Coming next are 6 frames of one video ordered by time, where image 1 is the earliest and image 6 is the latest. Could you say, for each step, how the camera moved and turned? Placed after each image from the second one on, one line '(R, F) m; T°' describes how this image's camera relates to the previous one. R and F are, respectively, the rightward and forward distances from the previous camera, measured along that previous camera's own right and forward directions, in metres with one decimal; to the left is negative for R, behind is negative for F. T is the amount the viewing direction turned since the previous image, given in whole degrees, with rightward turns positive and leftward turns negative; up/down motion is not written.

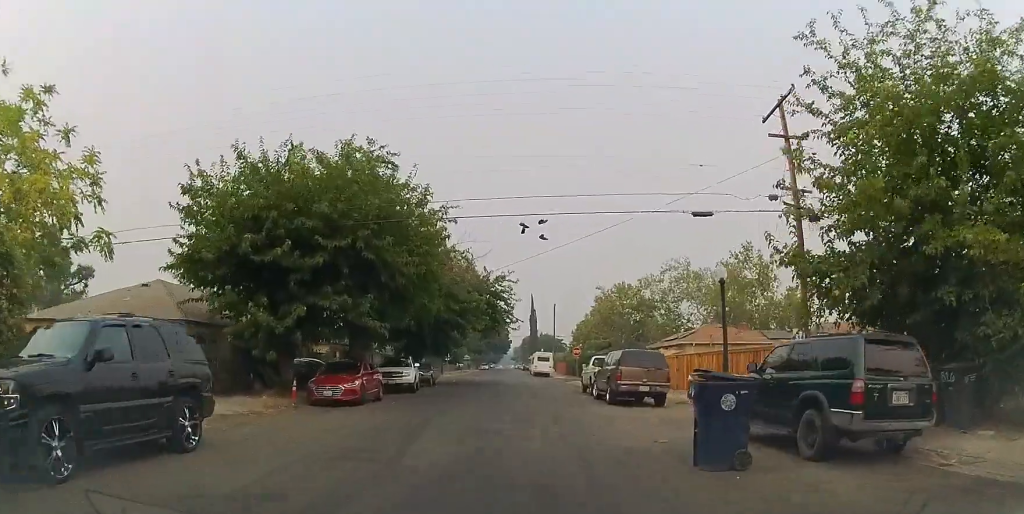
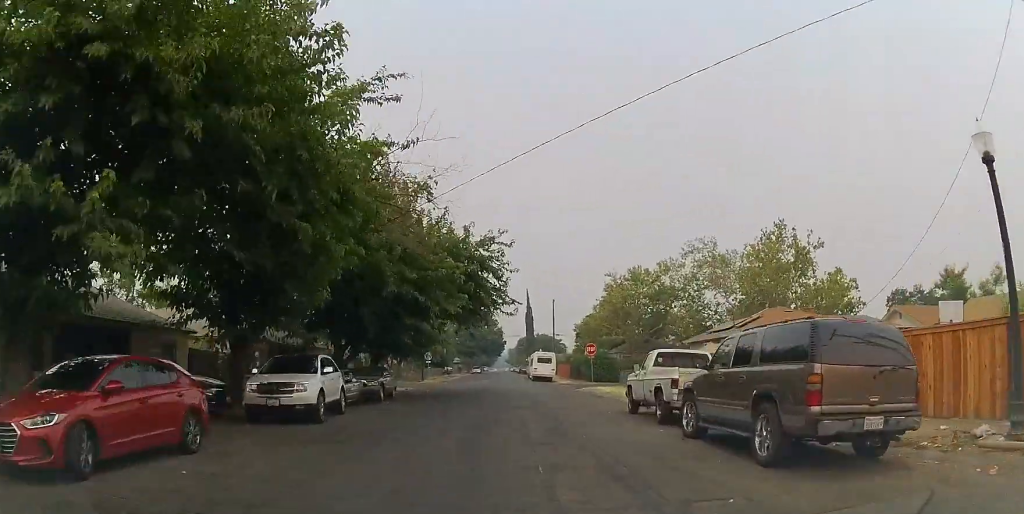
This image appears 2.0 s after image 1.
(-0.1, +13.2) m; 0°
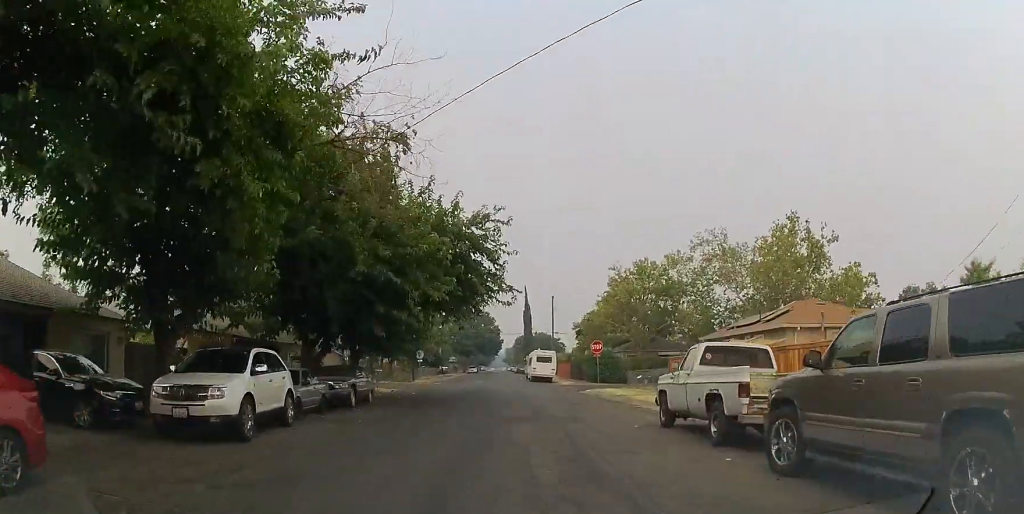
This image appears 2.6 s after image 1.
(0.0, +4.0) m; +3°
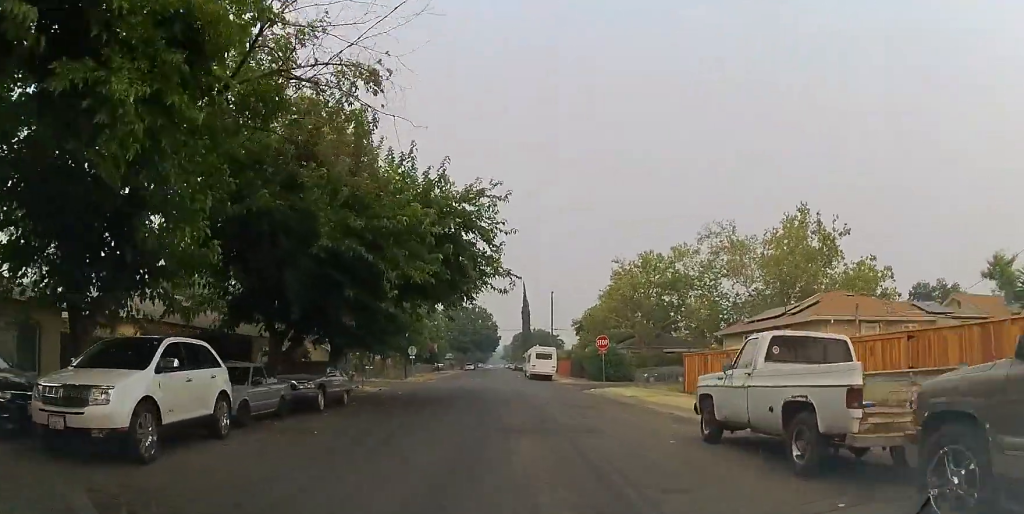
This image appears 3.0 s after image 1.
(0.0, +3.1) m; +1°
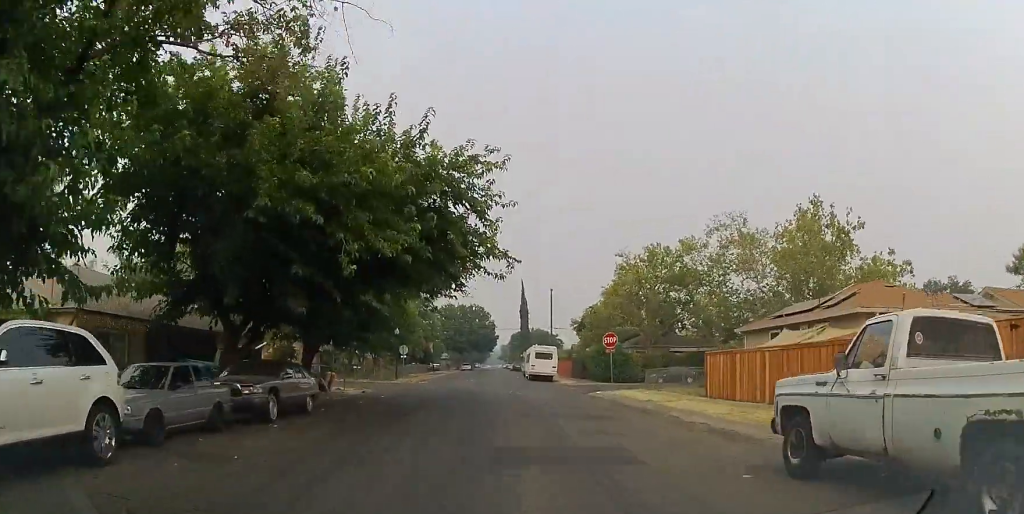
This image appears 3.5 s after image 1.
(+0.3, +3.3) m; 0°
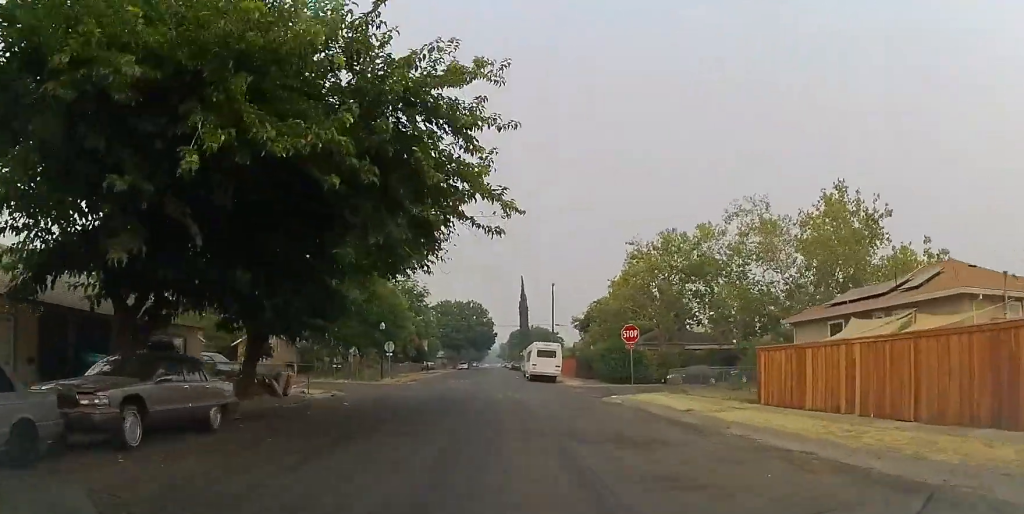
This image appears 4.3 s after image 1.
(-0.1, +5.3) m; -2°
